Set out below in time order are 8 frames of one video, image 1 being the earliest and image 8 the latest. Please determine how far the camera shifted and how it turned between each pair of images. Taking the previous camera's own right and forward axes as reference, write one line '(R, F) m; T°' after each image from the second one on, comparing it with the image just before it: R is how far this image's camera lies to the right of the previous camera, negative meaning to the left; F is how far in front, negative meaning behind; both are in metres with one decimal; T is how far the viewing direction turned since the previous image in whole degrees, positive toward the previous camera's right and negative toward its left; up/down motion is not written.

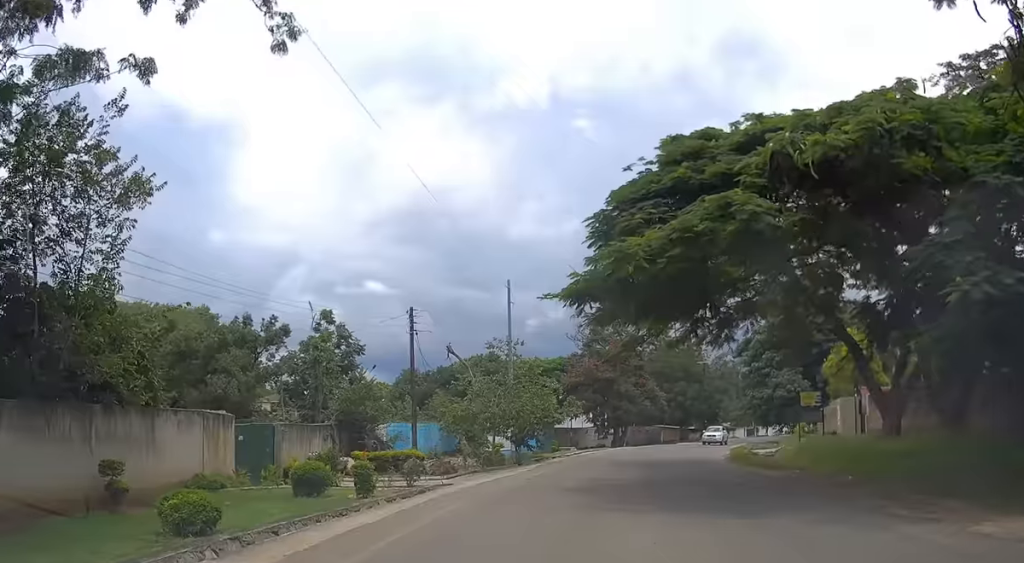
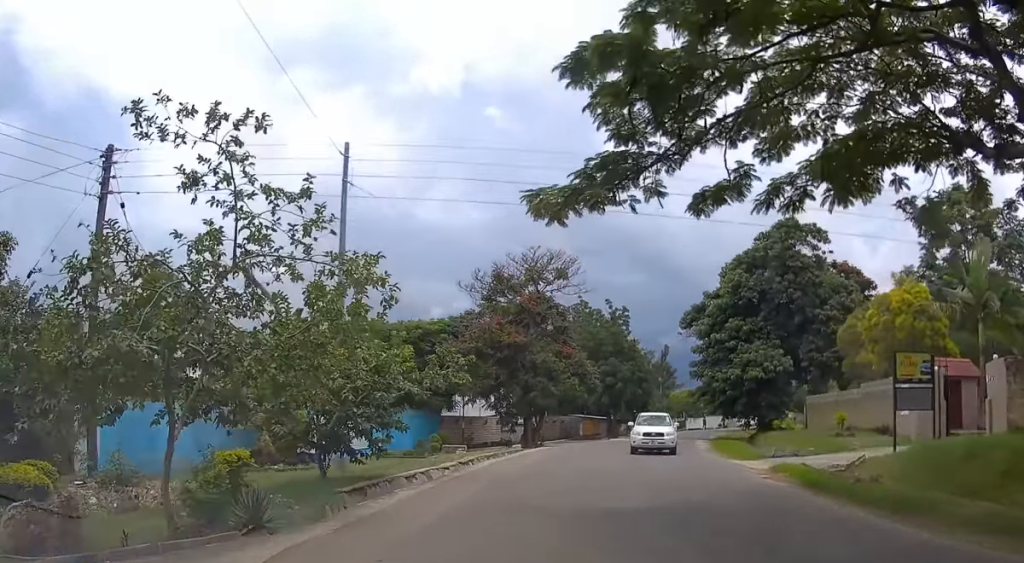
(+1.0, +18.3) m; +8°
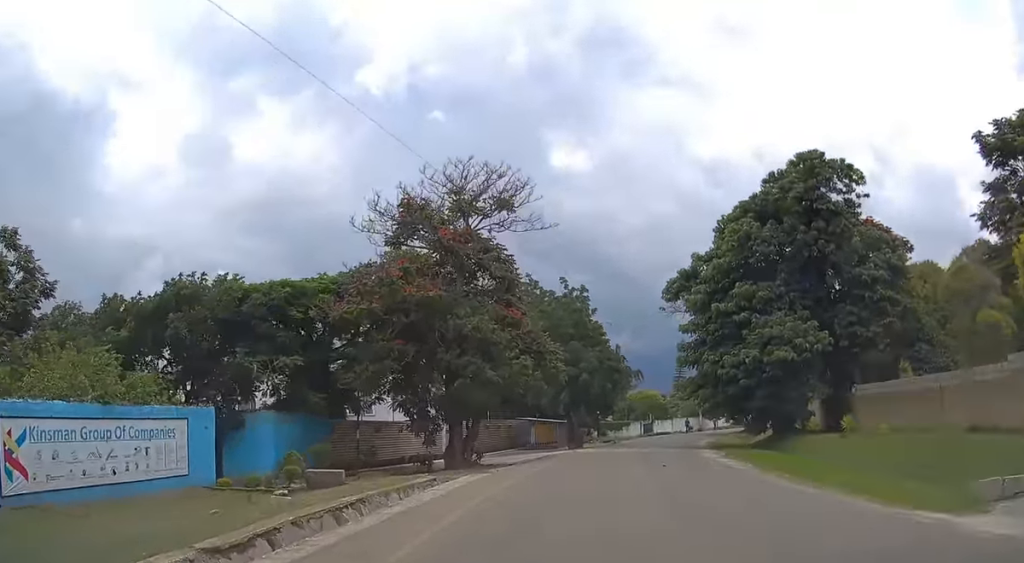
(+0.8, +15.2) m; +4°
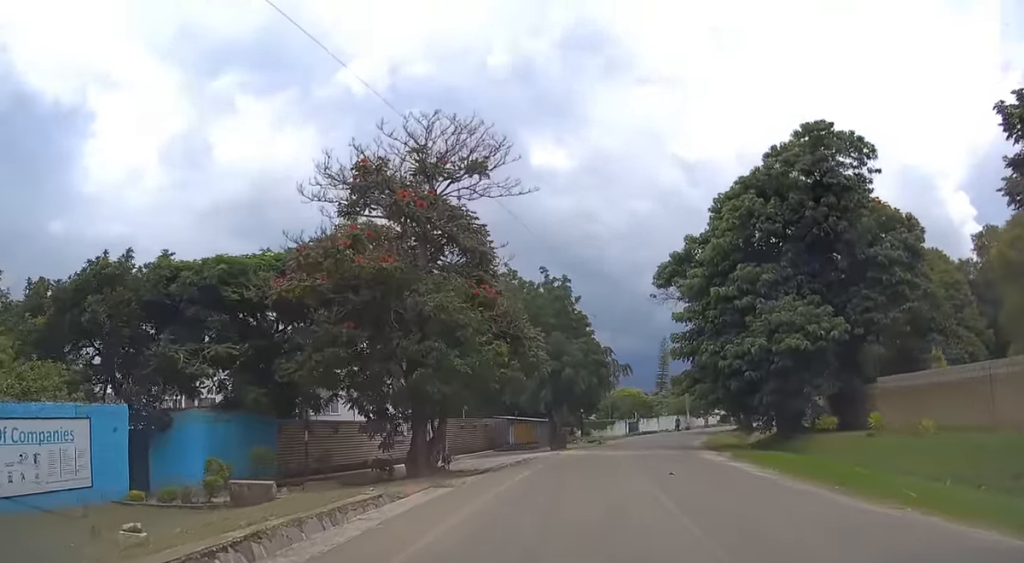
(+0.1, +4.3) m; +2°
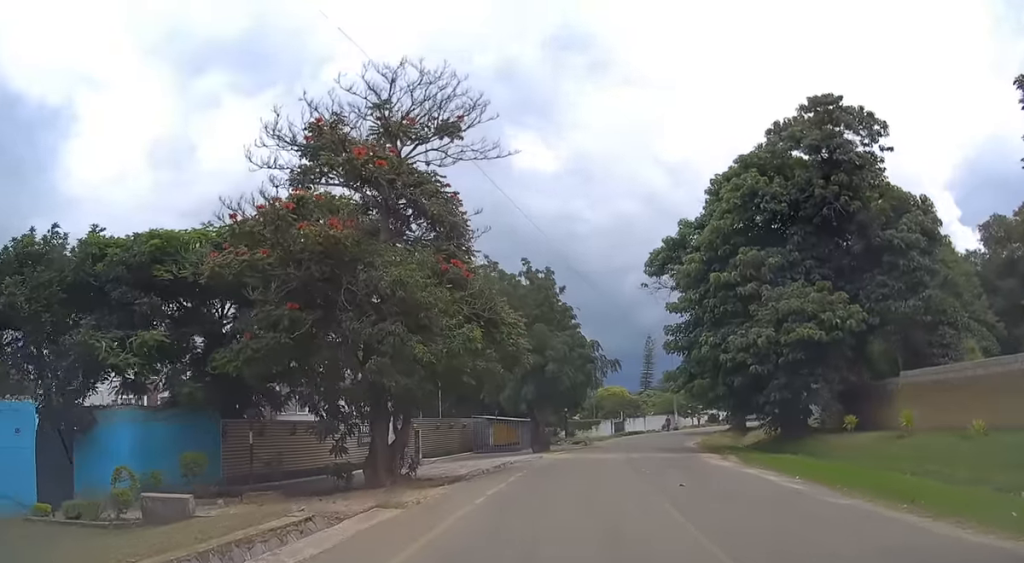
(0.0, +3.5) m; +1°
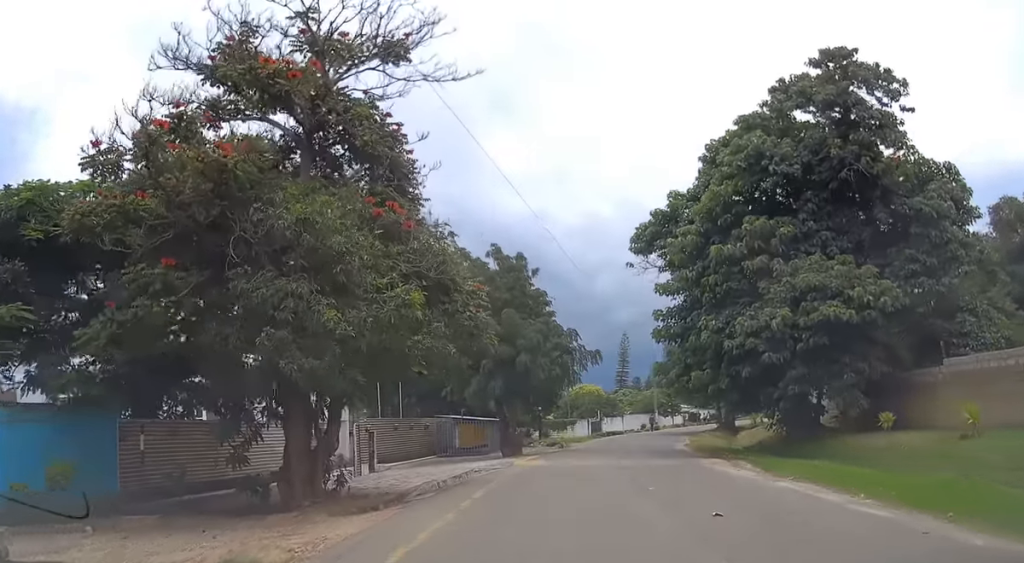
(+0.1, +5.0) m; +2°
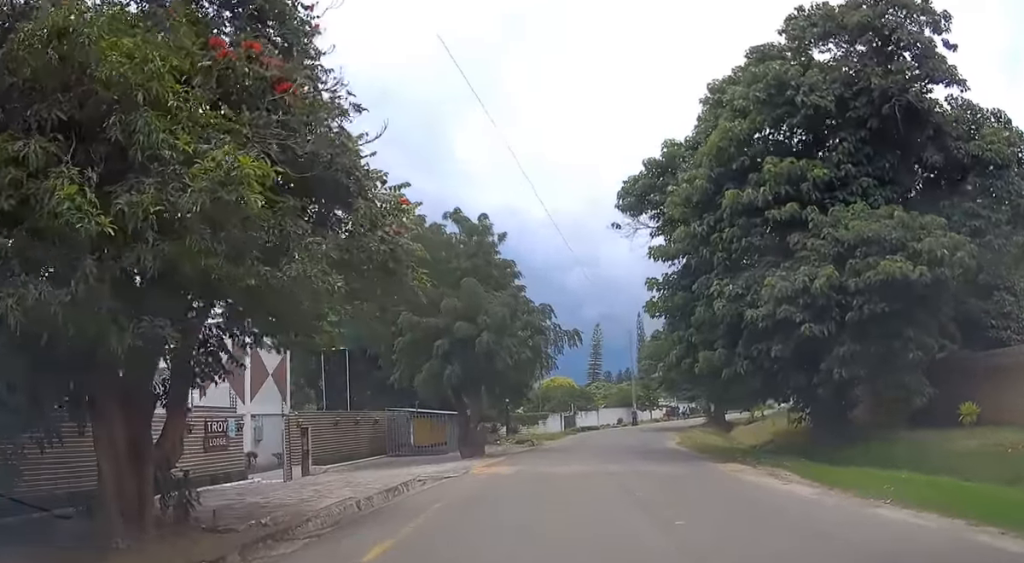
(+0.1, +6.2) m; +2°
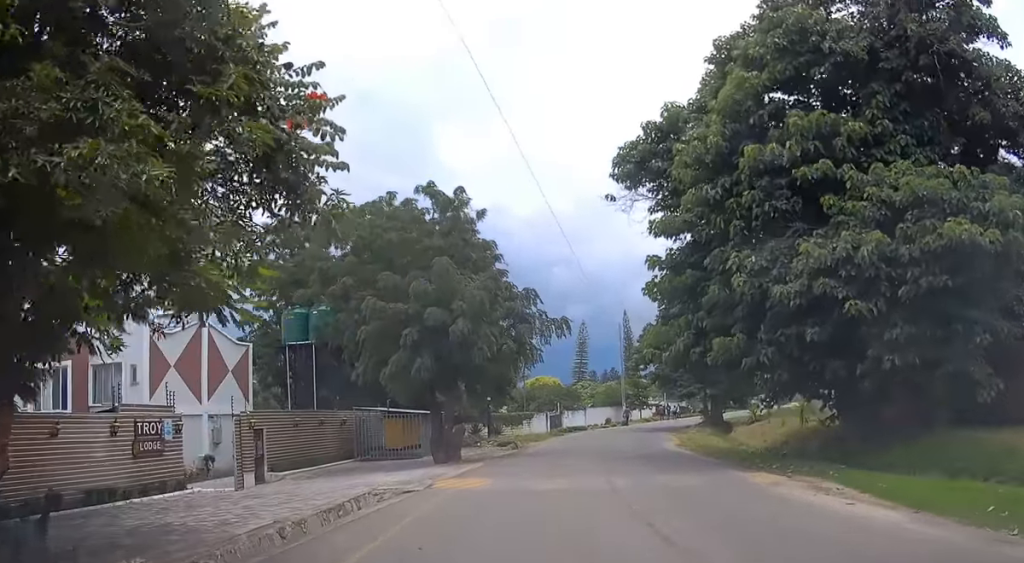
(+0.1, +3.8) m; +1°
